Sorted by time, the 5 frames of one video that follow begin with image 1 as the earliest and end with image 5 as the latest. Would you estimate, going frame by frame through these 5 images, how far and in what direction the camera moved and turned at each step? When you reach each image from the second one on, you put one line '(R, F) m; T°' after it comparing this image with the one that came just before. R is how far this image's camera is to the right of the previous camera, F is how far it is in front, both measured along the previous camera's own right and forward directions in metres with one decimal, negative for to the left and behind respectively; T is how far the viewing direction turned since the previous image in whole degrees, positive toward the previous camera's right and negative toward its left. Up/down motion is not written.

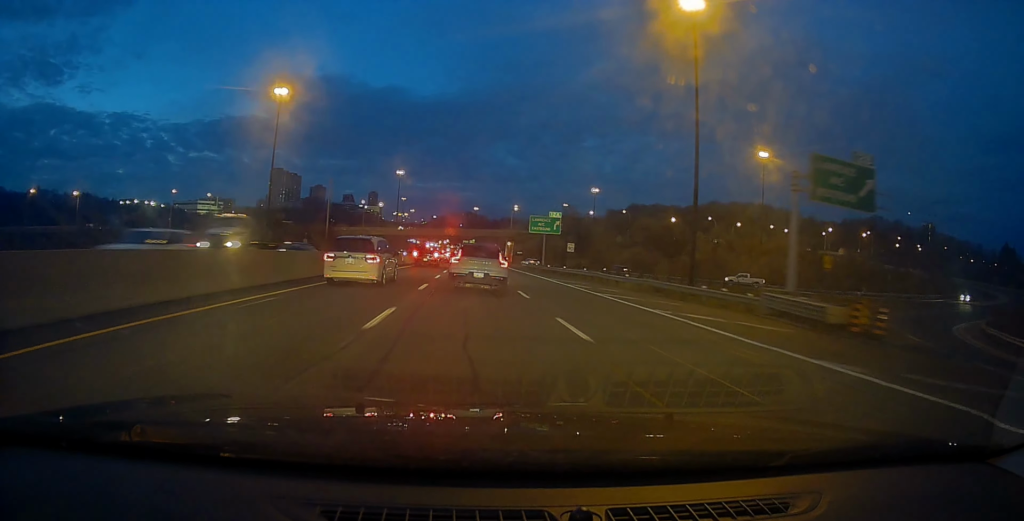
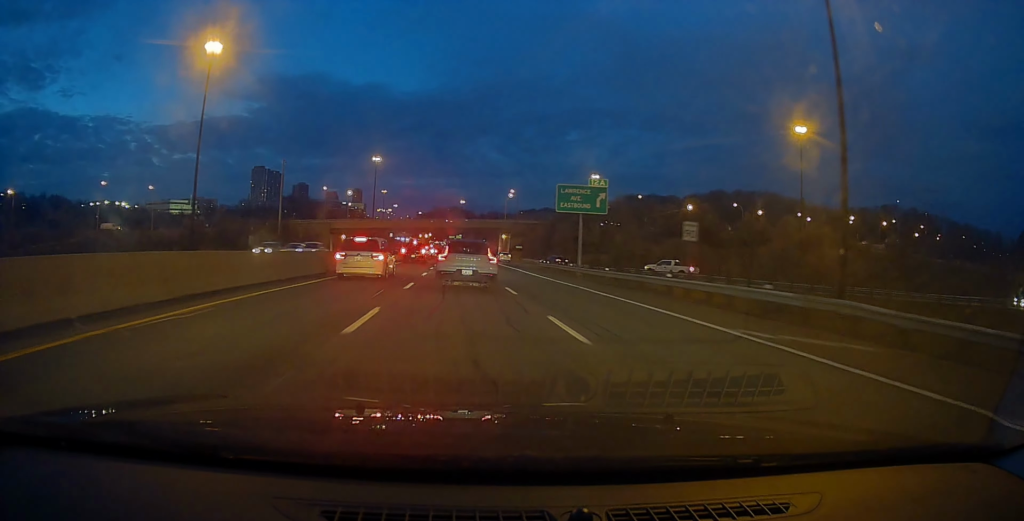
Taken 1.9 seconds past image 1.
(+0.7, +28.9) m; +2°
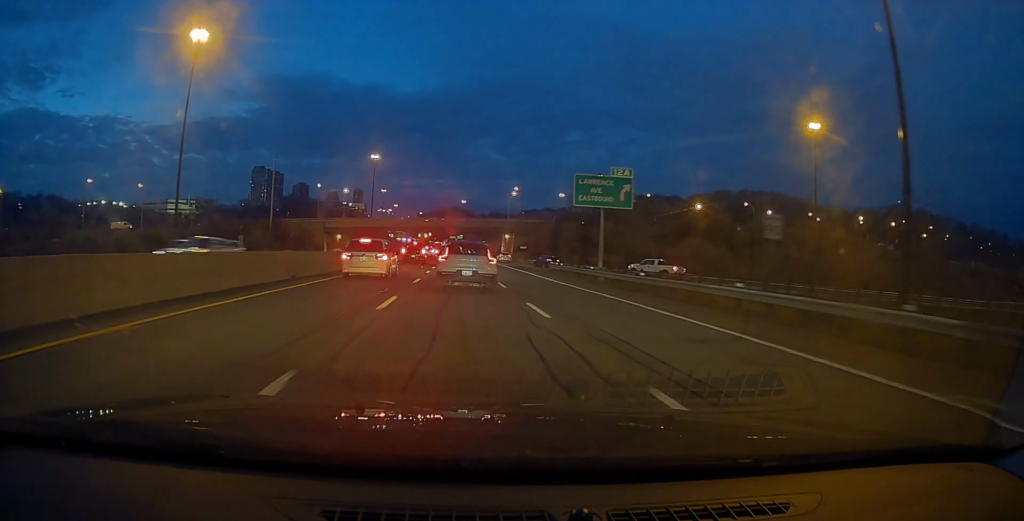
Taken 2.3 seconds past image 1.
(0.0, +6.6) m; 0°
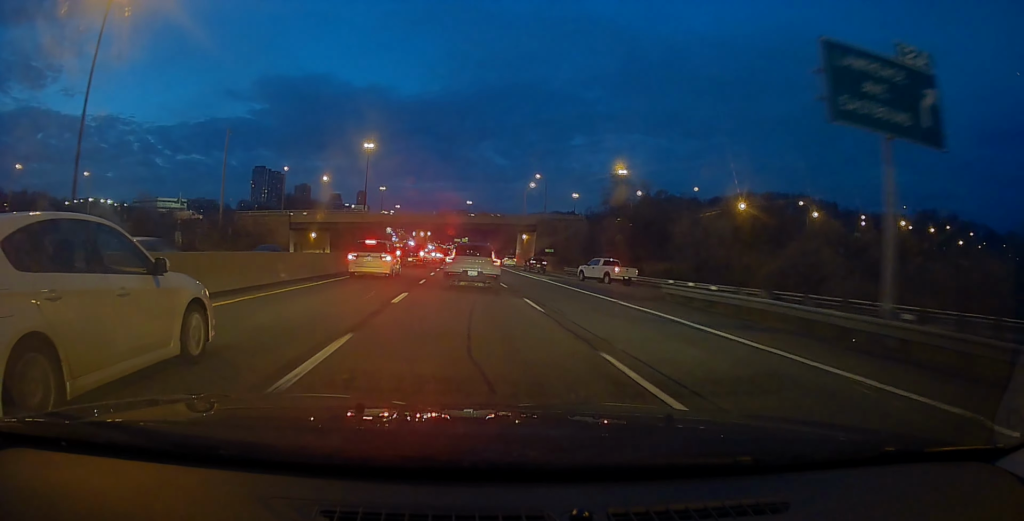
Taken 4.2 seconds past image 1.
(+0.1, +27.5) m; 0°
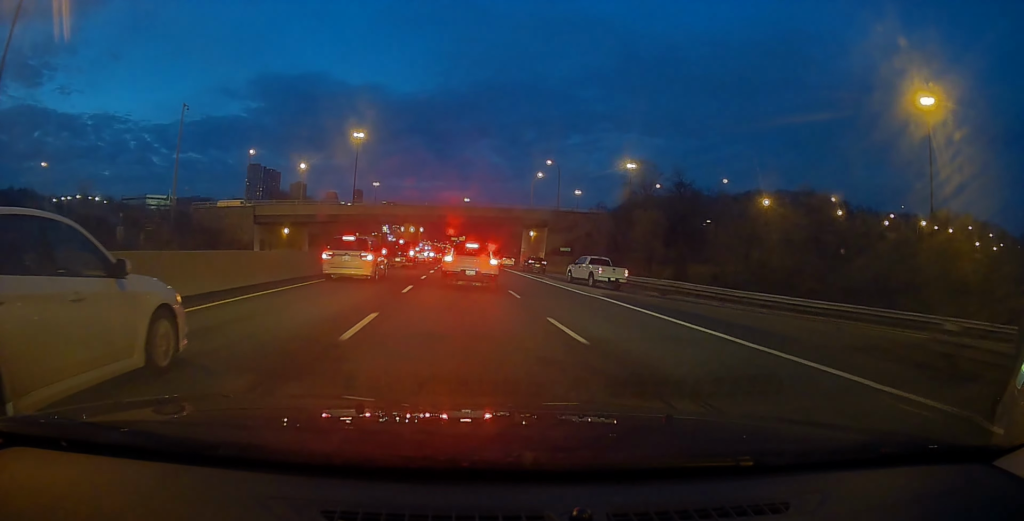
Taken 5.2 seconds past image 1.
(-0.4, +14.4) m; -1°
